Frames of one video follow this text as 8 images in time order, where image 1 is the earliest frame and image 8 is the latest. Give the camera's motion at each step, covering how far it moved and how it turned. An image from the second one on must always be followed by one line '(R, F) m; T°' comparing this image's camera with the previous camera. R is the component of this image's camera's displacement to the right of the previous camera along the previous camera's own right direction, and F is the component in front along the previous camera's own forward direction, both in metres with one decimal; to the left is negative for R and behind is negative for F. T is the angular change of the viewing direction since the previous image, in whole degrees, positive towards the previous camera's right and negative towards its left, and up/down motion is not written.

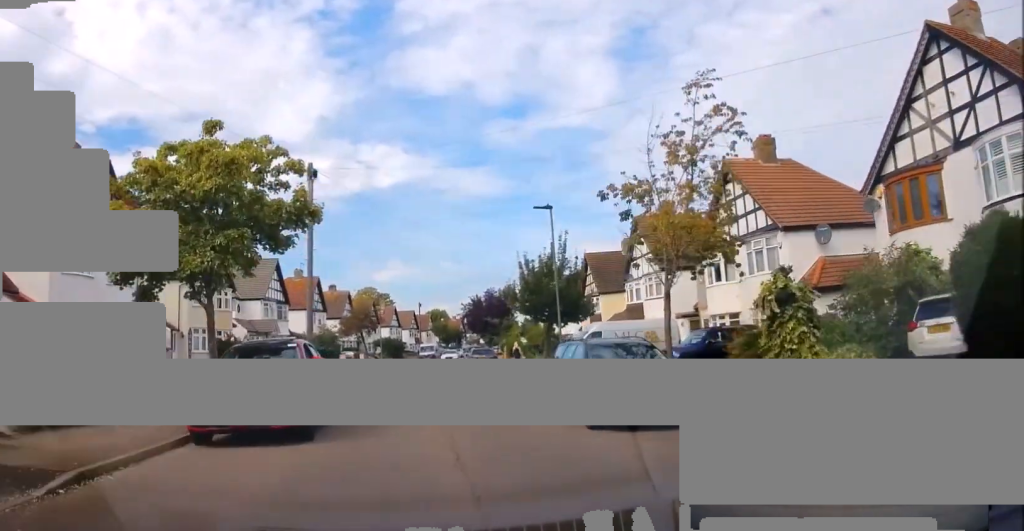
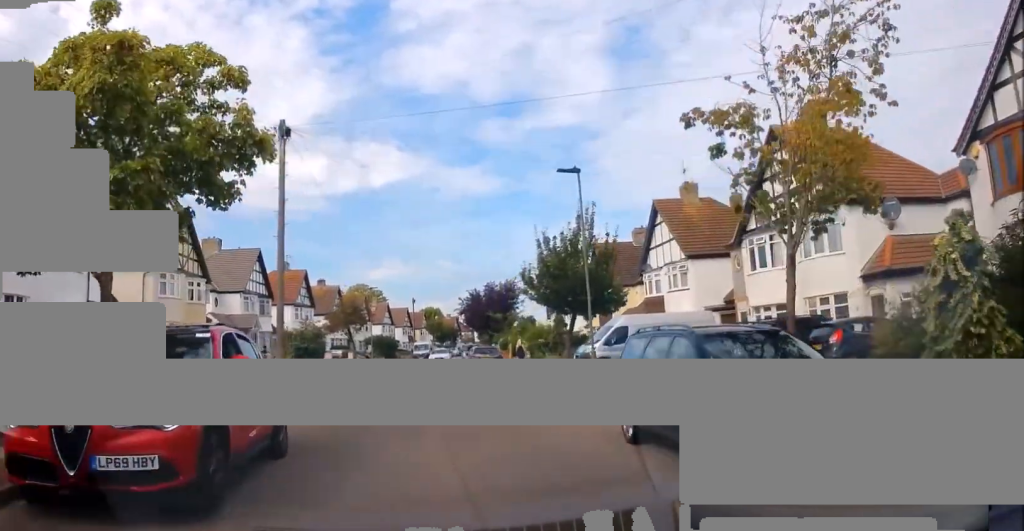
(+0.1, +4.4) m; +2°
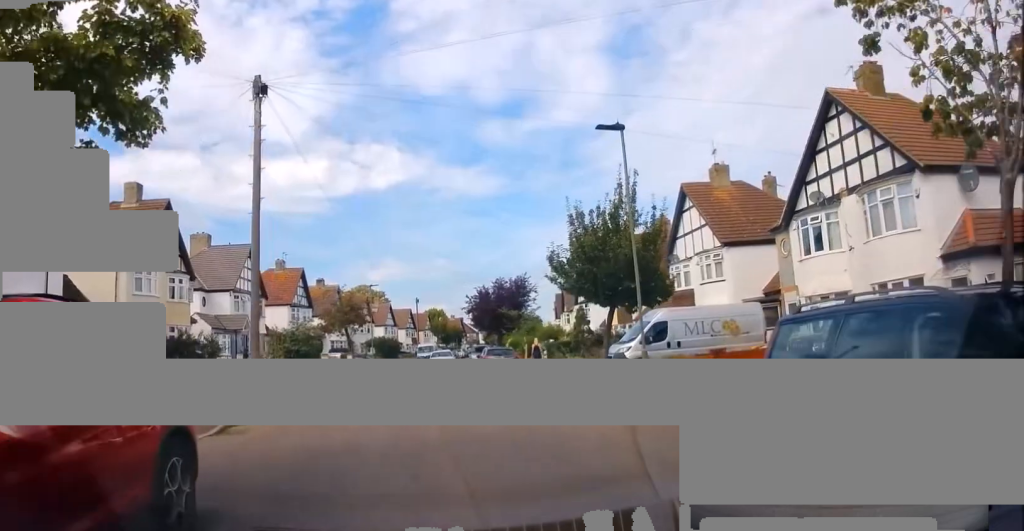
(0.0, +3.6) m; 0°
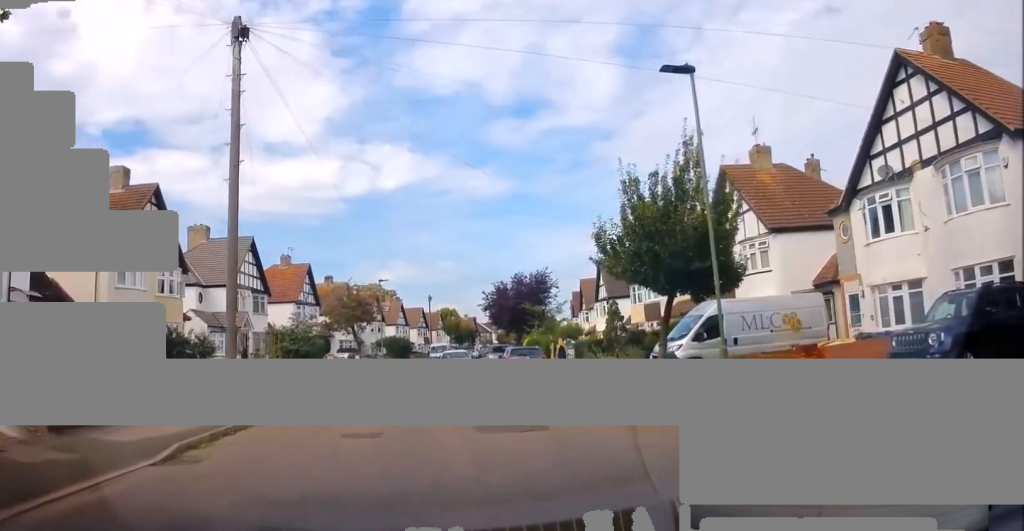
(0.0, +3.1) m; -4°
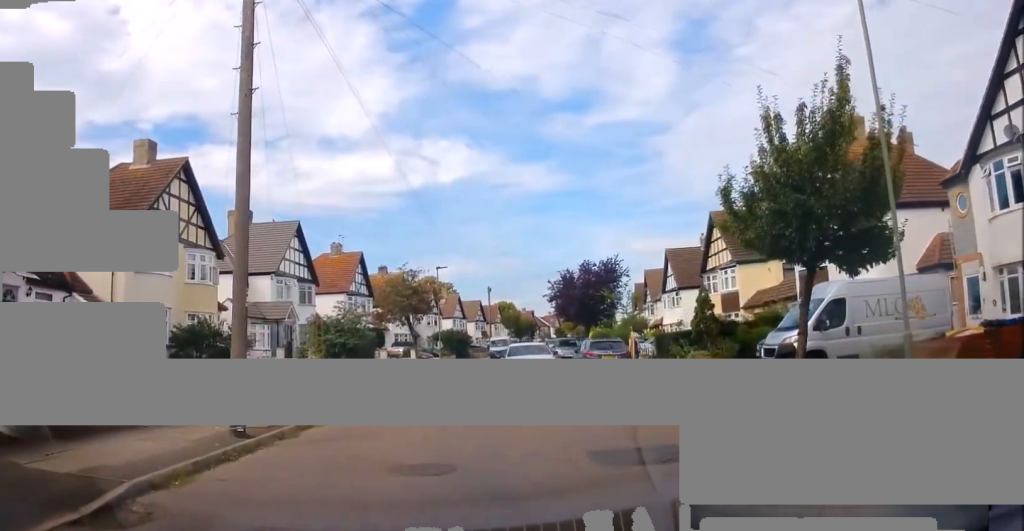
(-0.3, +3.5) m; -6°
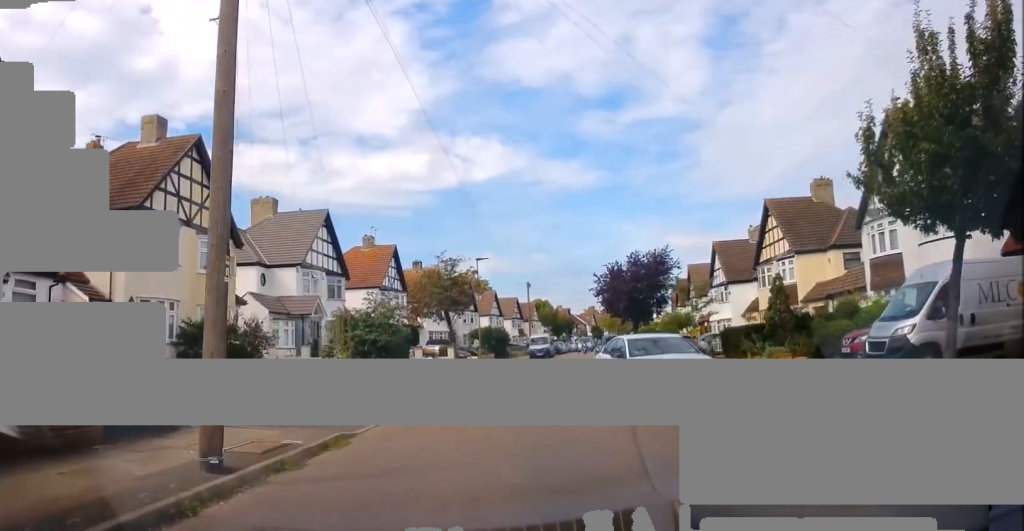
(-0.1, +3.0) m; -1°
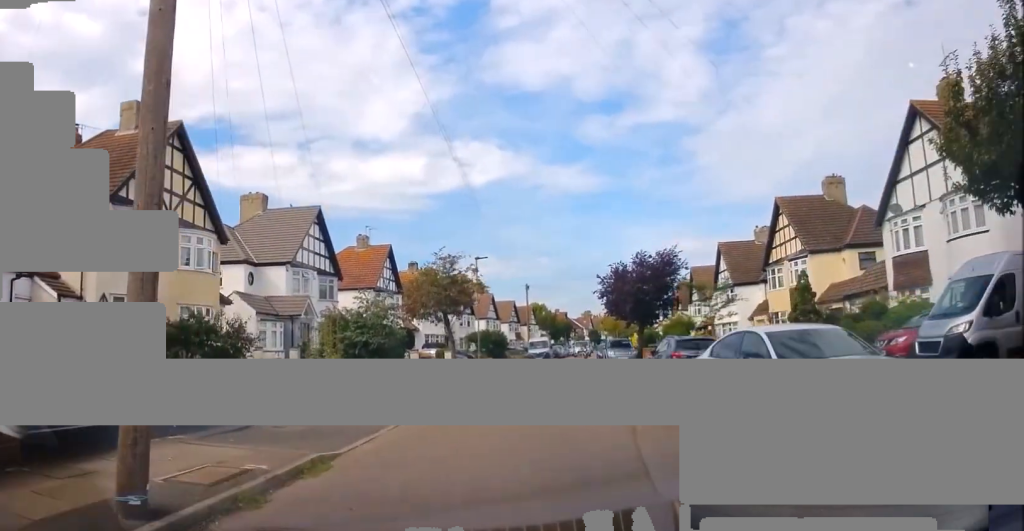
(0.0, +1.9) m; +1°
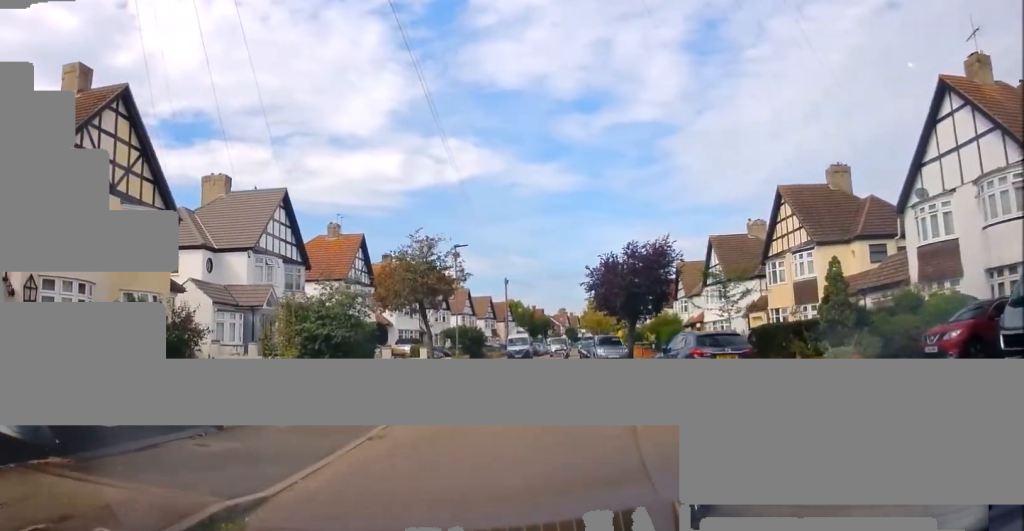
(0.0, +2.8) m; 0°
